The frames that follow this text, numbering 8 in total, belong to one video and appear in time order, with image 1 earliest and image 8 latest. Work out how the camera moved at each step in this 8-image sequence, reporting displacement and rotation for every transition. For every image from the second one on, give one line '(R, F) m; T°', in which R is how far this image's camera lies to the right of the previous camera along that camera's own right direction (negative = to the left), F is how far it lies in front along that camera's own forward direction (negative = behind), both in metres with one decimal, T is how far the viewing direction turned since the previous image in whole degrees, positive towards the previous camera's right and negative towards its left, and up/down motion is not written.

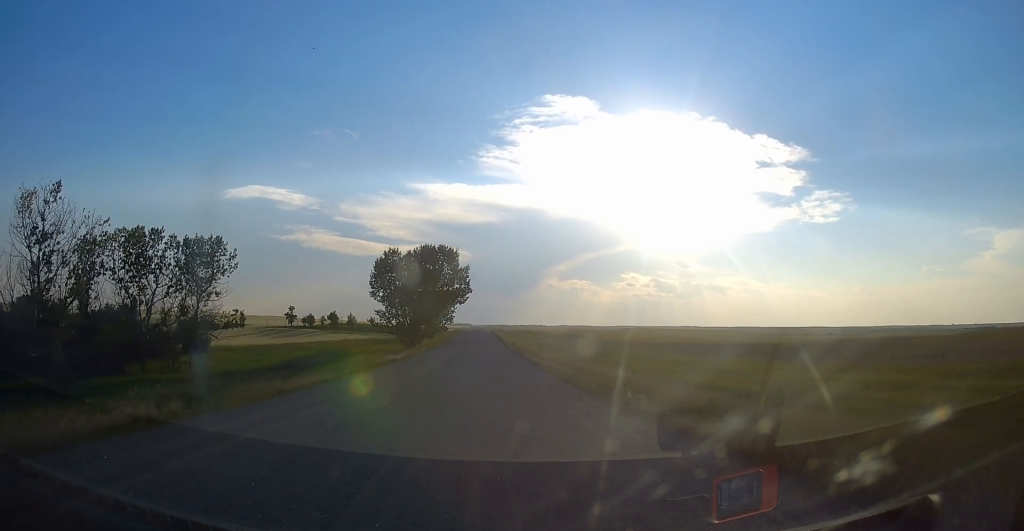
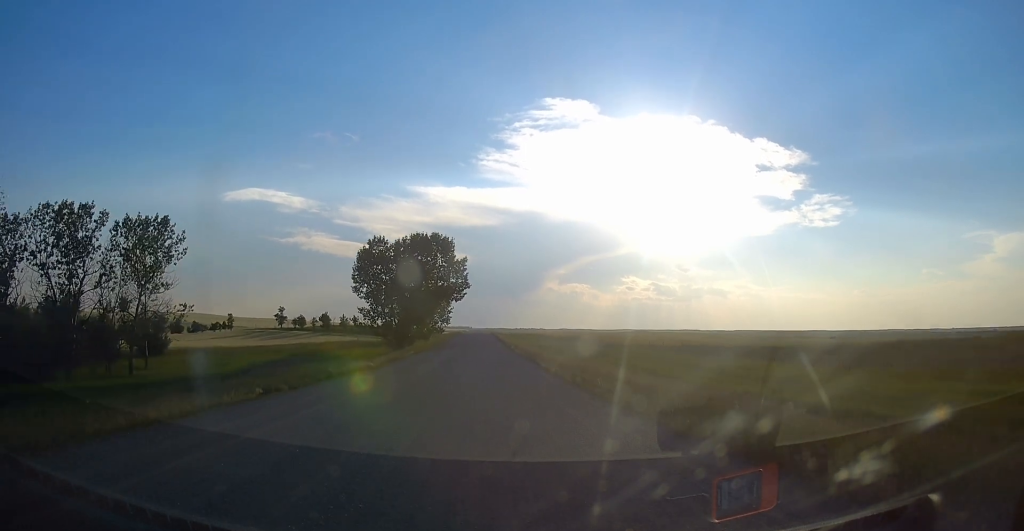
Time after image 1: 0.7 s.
(0.0, +11.2) m; 0°
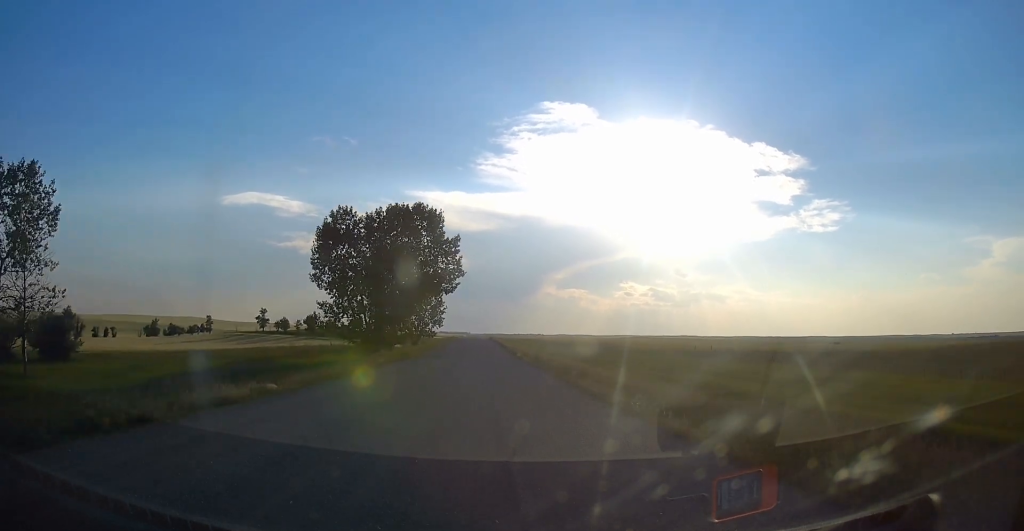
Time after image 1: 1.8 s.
(+0.1, +17.4) m; +1°
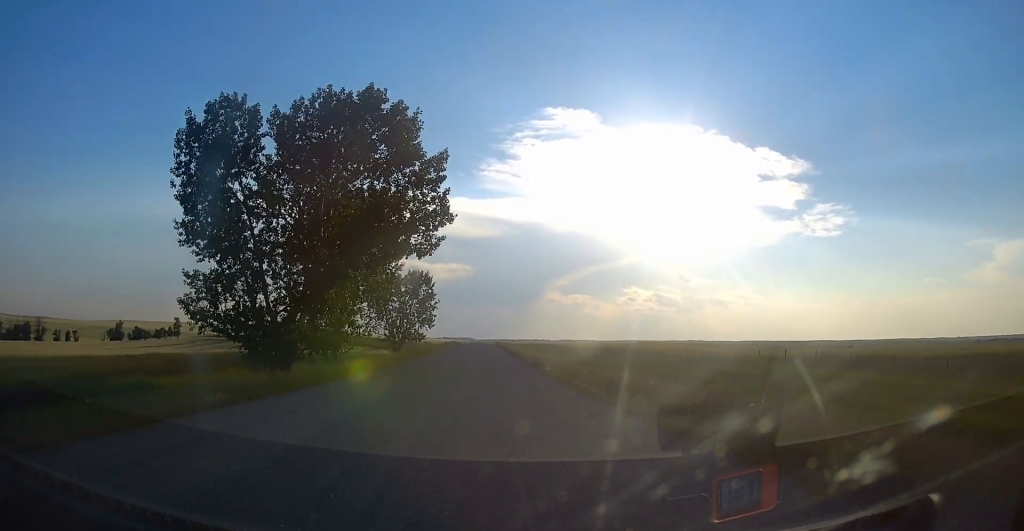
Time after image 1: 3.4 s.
(0.0, +26.4) m; -1°
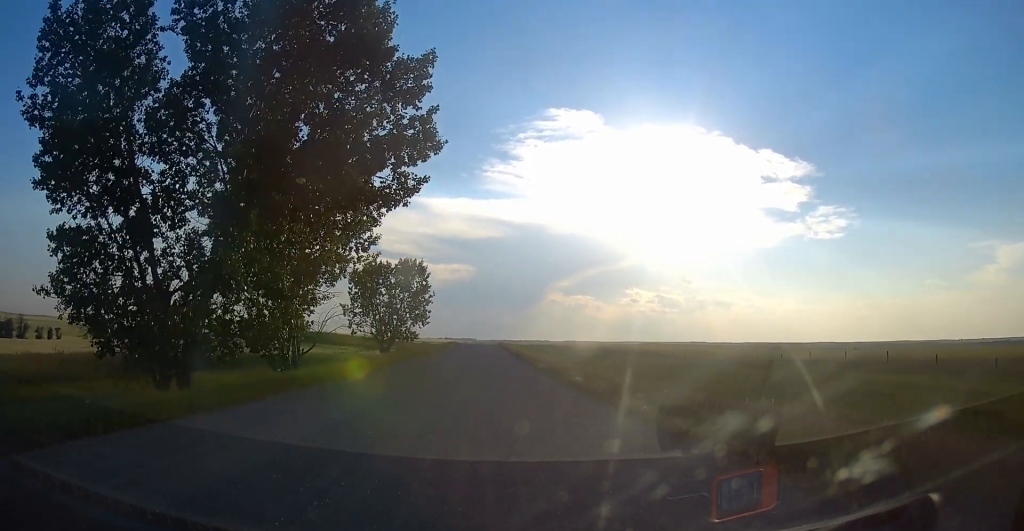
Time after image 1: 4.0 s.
(0.0, +11.0) m; 0°
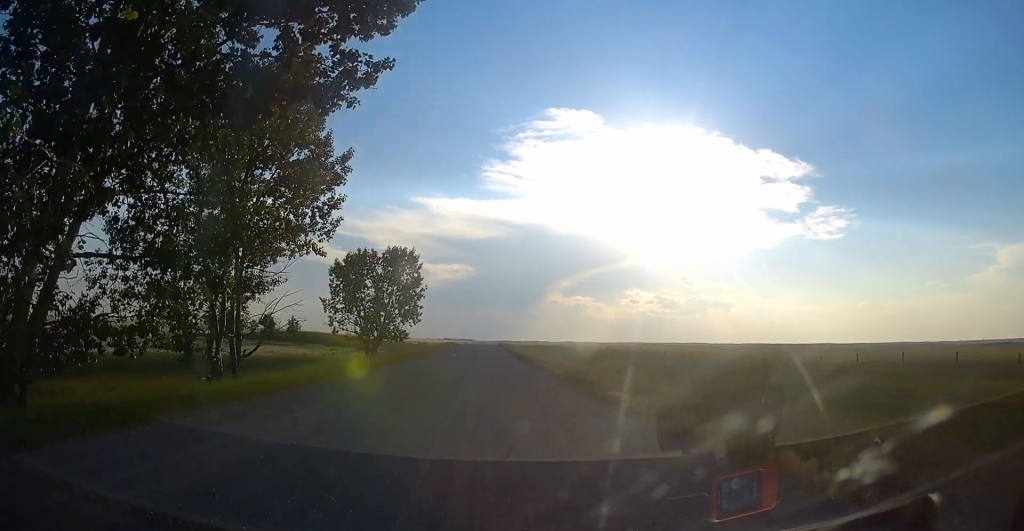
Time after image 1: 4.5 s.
(0.0, +8.2) m; 0°
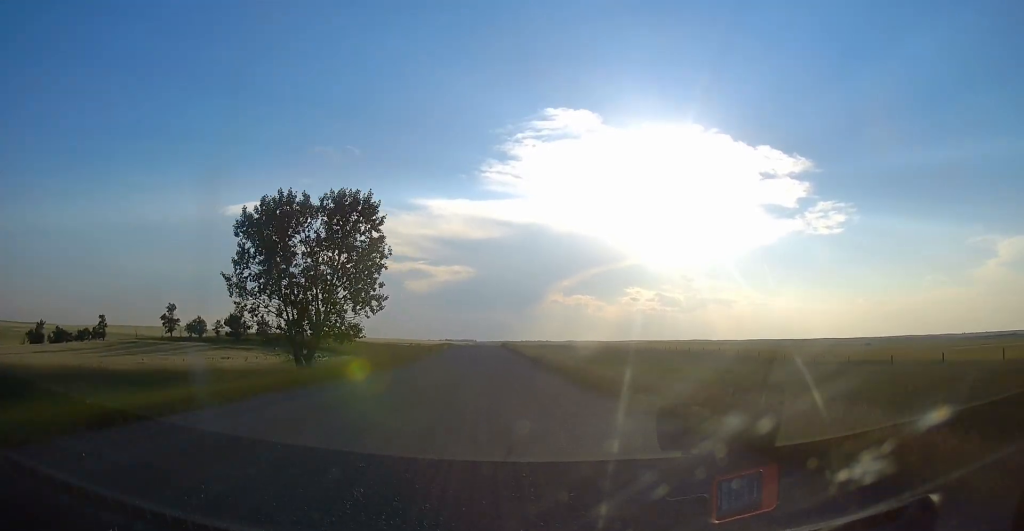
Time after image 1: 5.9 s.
(0.0, +22.9) m; 0°
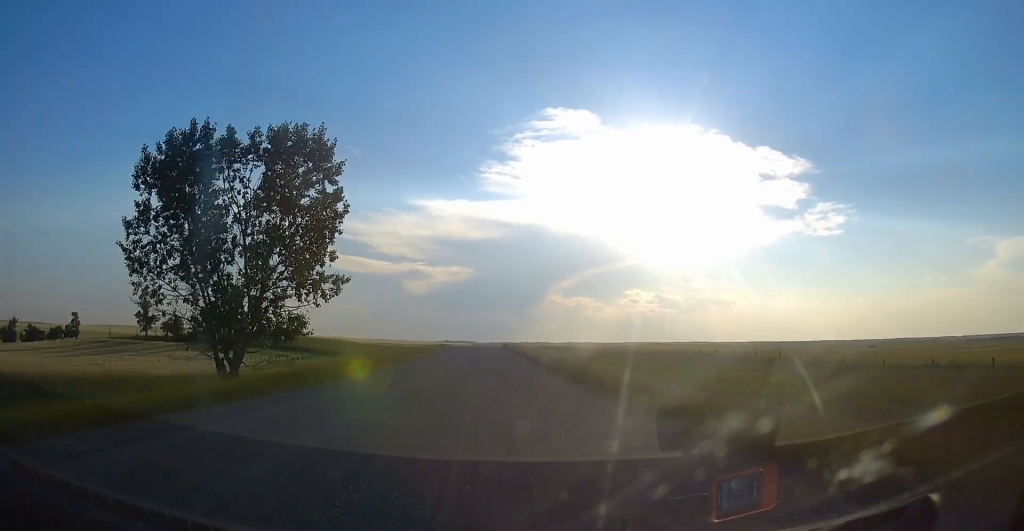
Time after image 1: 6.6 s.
(0.0, +11.4) m; 0°
